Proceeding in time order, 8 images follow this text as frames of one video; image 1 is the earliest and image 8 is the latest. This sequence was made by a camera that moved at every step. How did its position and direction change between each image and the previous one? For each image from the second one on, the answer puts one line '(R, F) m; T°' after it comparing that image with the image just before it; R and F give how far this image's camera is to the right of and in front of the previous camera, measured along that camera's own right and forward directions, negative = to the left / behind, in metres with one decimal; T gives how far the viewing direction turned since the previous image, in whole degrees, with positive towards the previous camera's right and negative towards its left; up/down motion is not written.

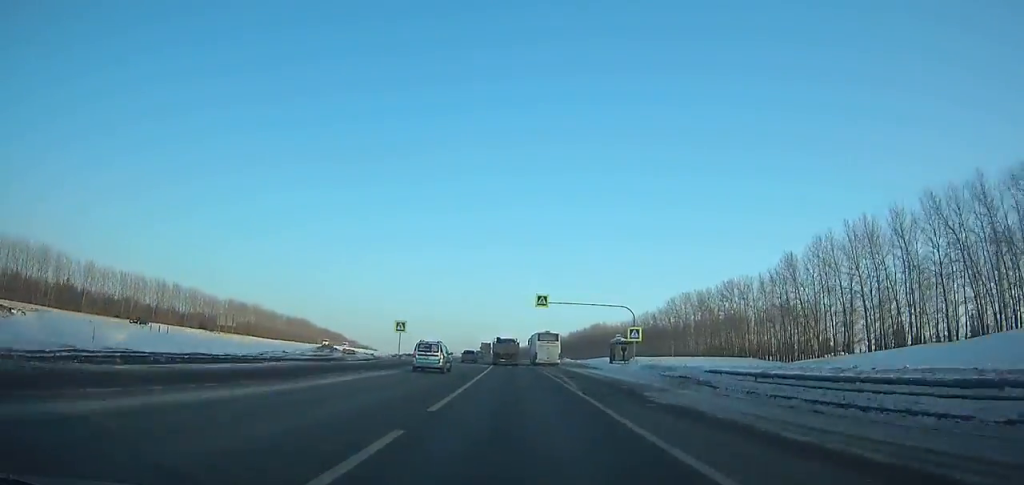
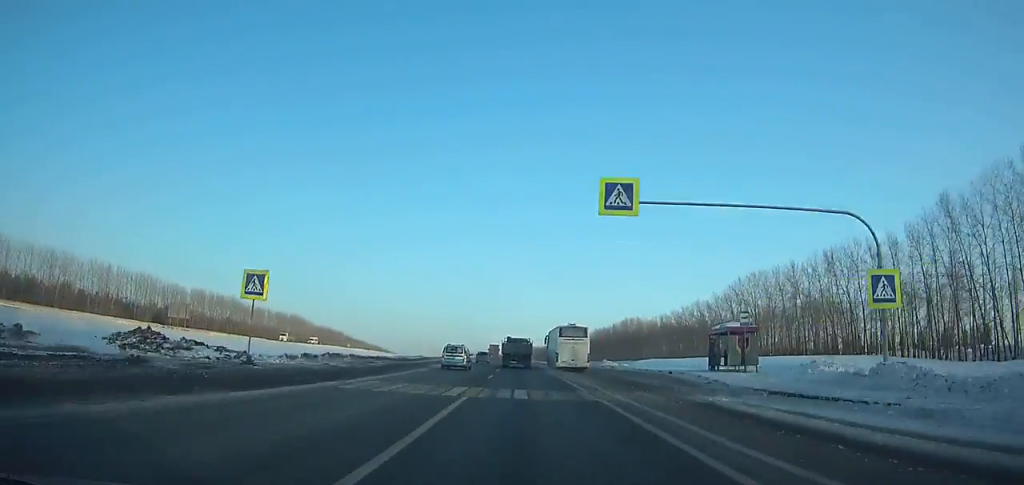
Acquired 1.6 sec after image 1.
(-0.9, +36.9) m; -1°
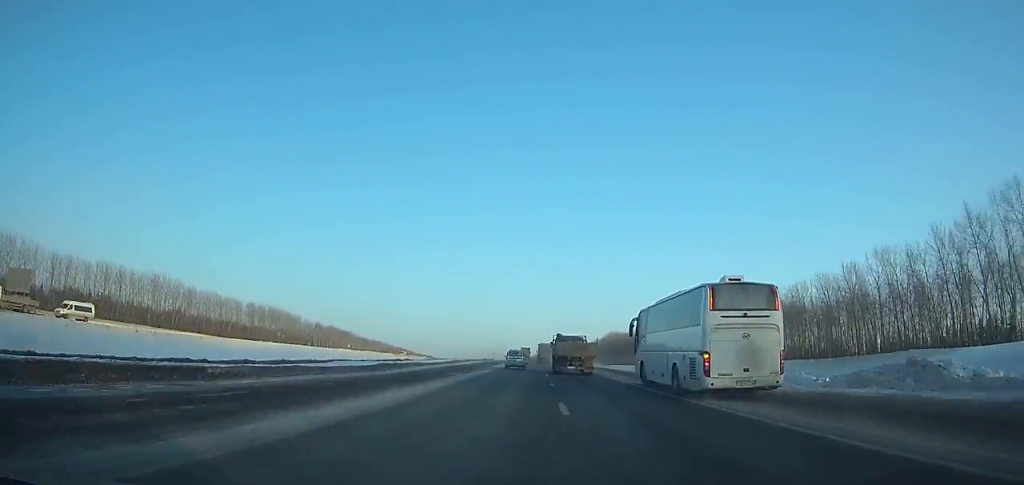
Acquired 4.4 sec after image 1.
(-1.2, +65.9) m; -1°
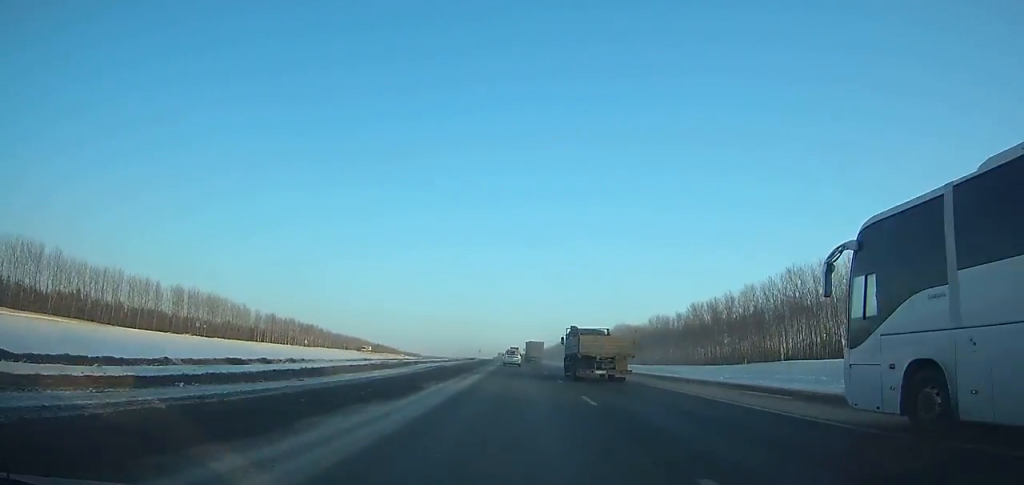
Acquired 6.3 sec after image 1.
(-0.1, +45.7) m; 0°
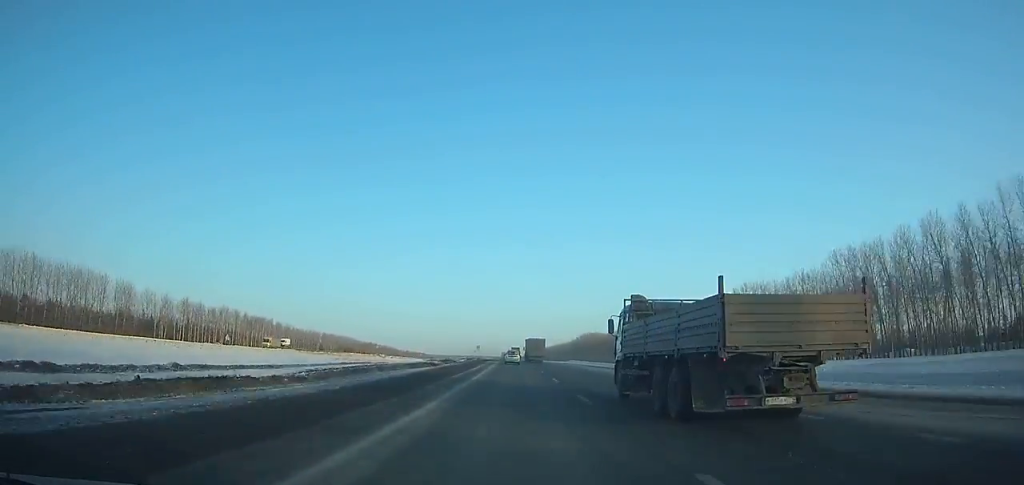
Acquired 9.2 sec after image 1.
(-0.3, +72.0) m; -1°
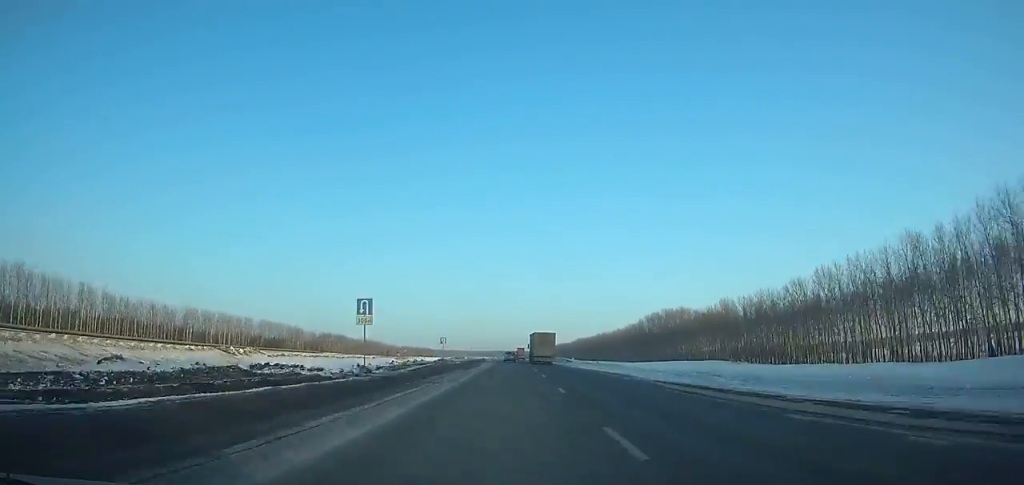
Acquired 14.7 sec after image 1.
(-3.8, +143.2) m; -2°
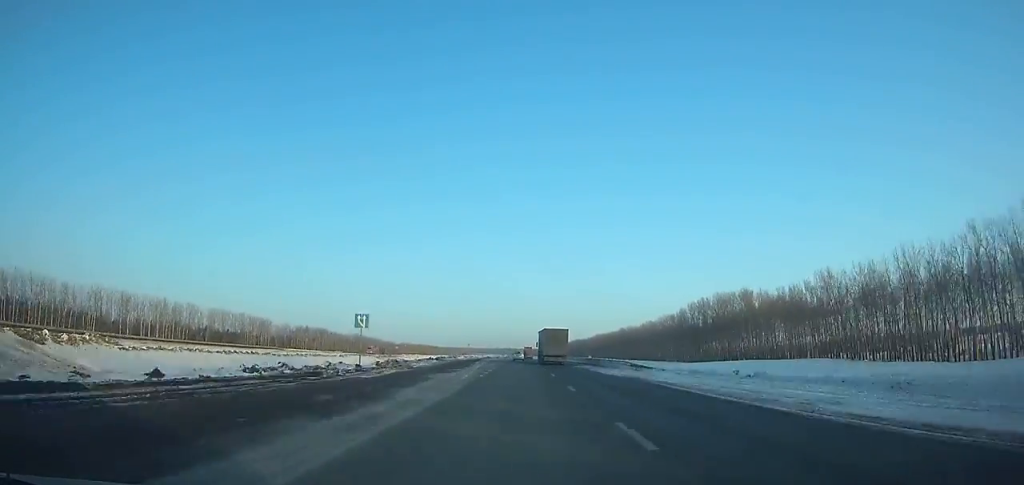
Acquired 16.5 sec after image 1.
(-0.2, +48.9) m; 0°
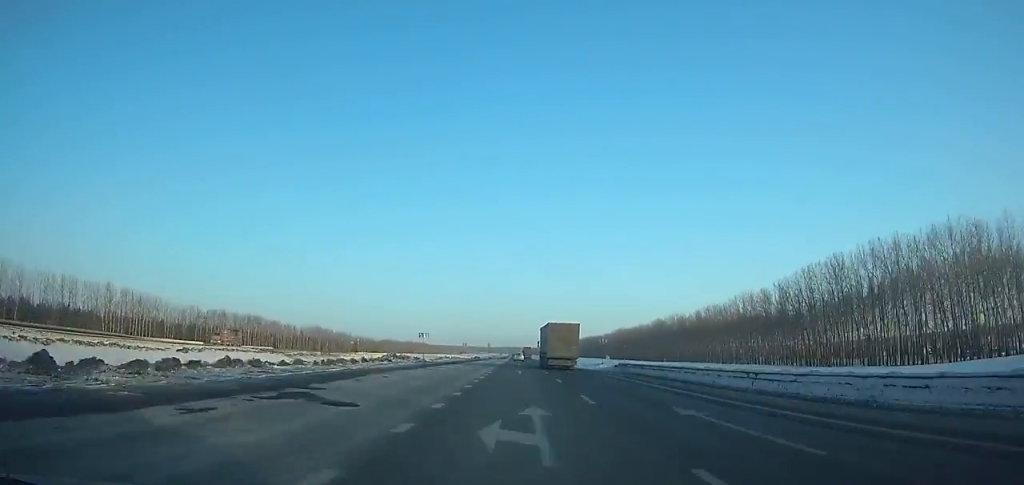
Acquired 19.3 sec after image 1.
(-0.4, +77.2) m; -1°
